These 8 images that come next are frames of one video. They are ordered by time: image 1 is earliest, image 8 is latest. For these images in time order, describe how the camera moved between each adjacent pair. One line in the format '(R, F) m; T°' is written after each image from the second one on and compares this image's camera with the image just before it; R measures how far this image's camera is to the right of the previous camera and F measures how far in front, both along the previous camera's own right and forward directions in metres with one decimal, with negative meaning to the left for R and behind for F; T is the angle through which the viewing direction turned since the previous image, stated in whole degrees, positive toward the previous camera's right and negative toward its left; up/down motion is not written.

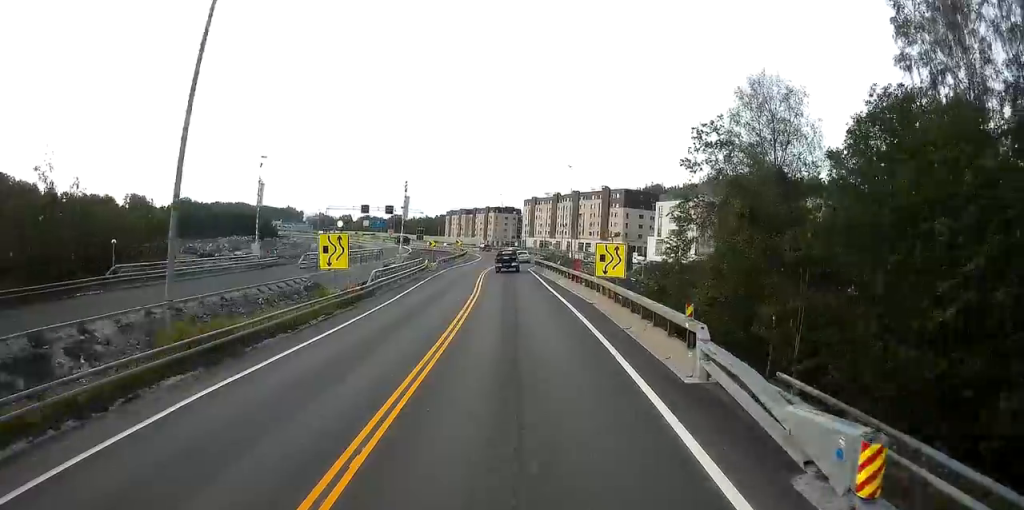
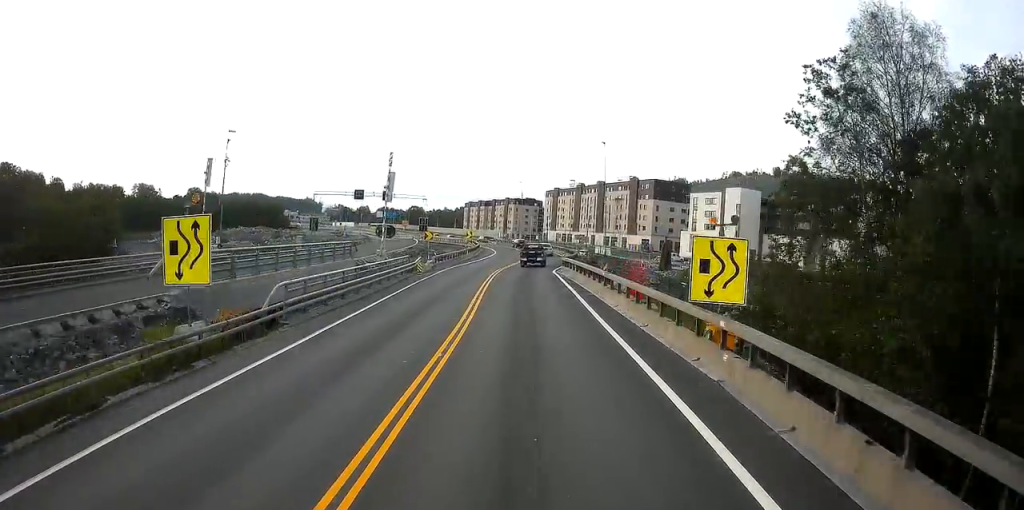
(-0.1, +12.5) m; -1°
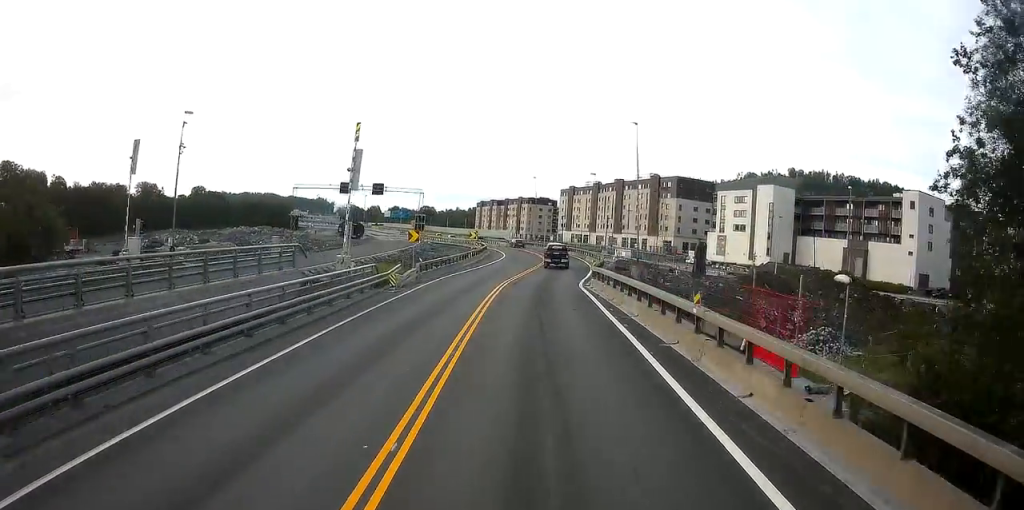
(0.0, +10.3) m; -1°
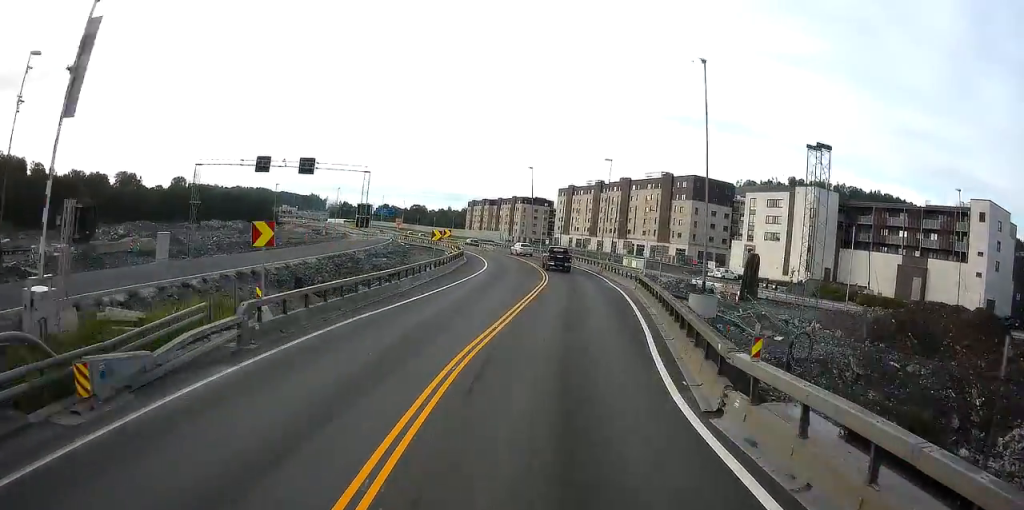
(-0.4, +18.9) m; 0°
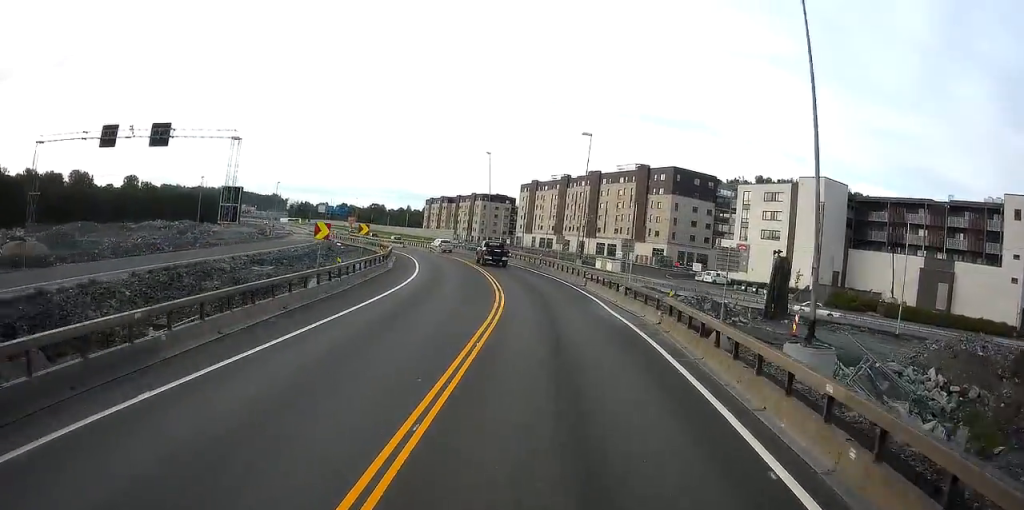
(+0.4, +14.2) m; +3°
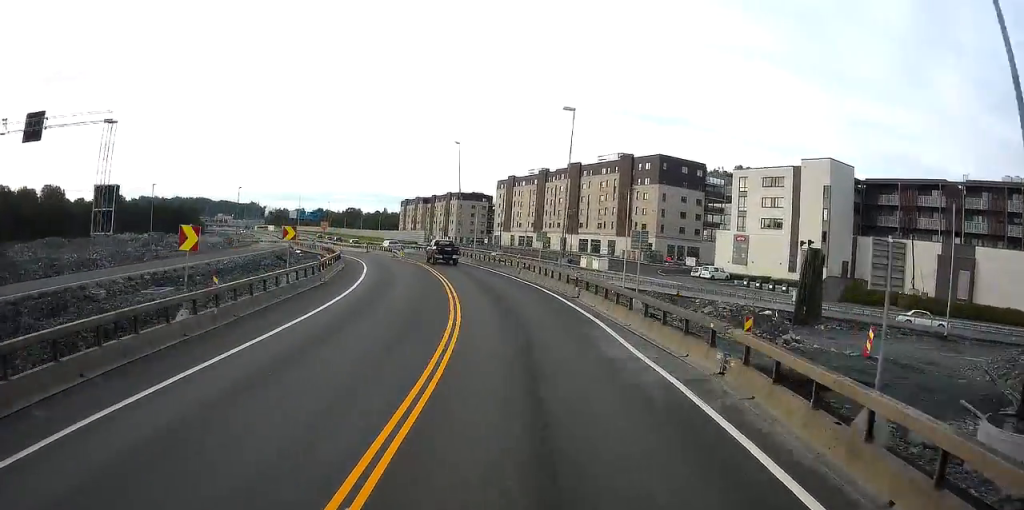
(+0.2, +7.8) m; +1°
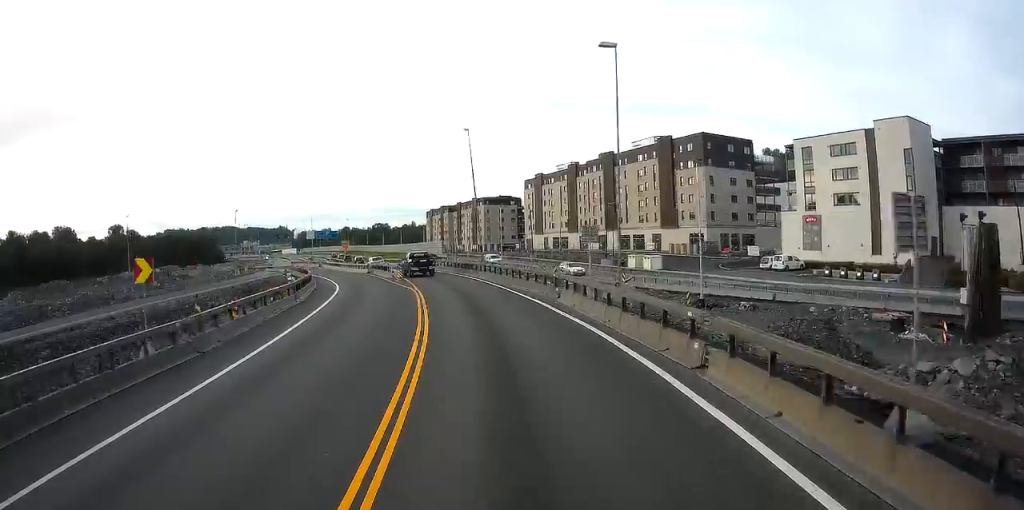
(0.0, +12.8) m; -2°
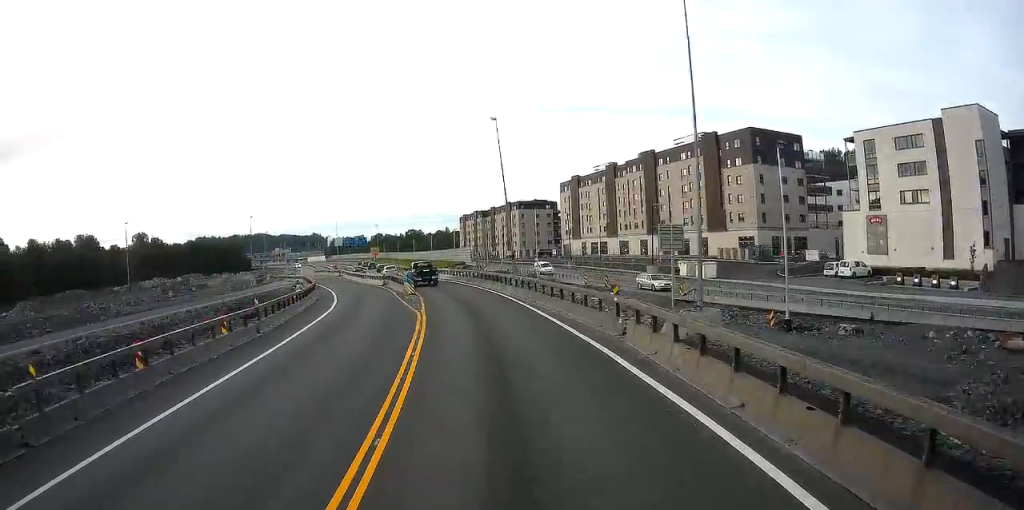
(-0.1, +7.3) m; -2°
